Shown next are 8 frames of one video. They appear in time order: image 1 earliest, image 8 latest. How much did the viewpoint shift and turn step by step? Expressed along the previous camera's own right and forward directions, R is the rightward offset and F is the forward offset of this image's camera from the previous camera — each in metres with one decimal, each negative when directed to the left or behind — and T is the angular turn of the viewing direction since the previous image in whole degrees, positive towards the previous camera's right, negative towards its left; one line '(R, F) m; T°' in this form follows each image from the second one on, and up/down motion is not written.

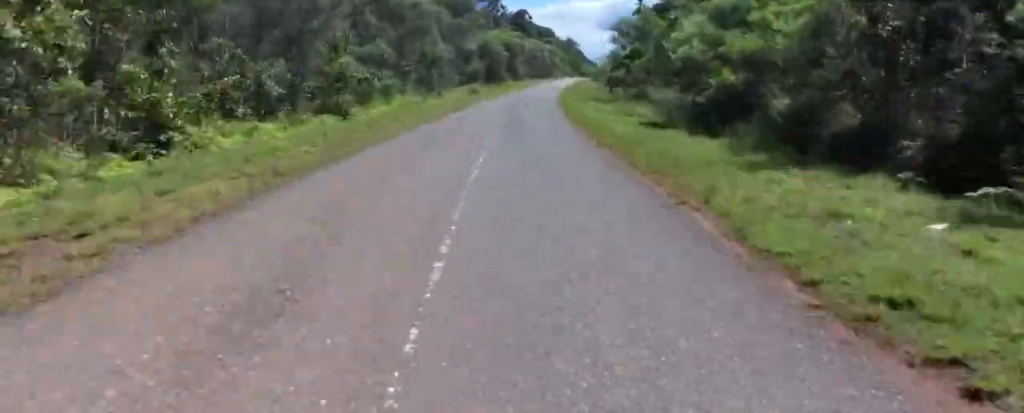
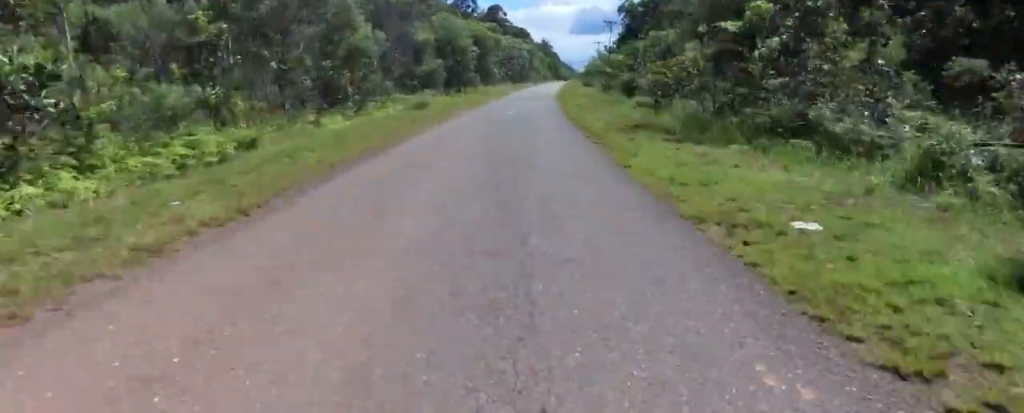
(0.0, +18.3) m; +1°
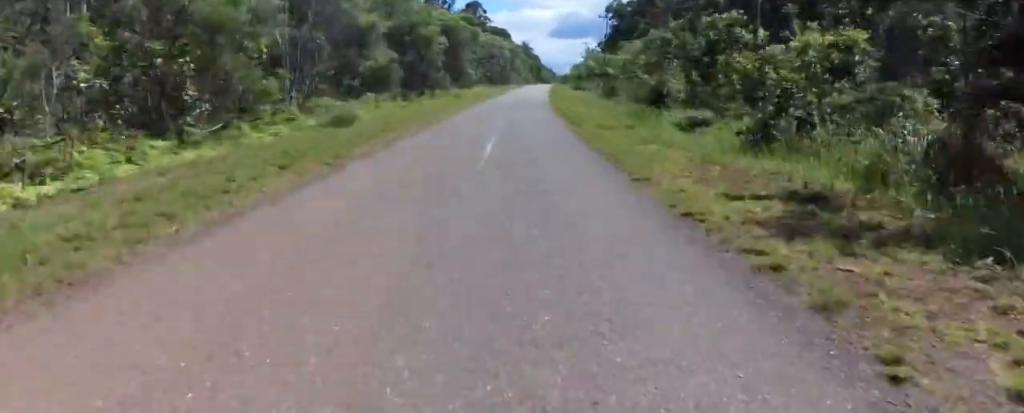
(-0.1, +11.5) m; +2°
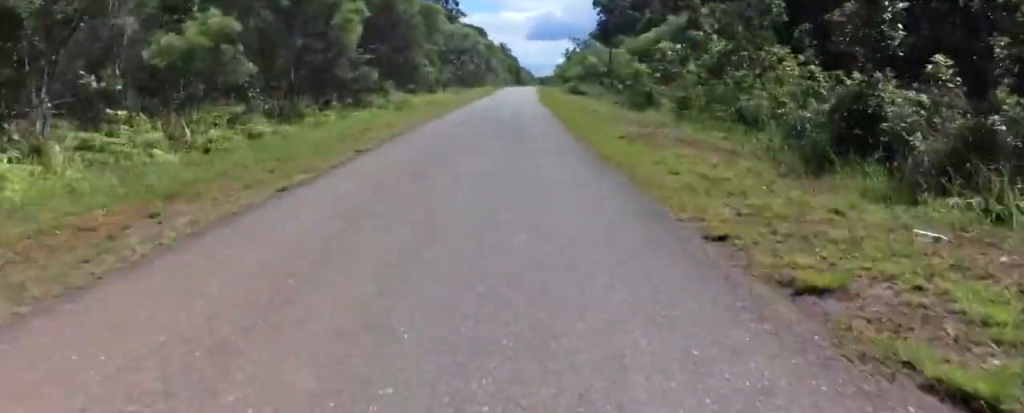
(+0.2, +17.8) m; +2°
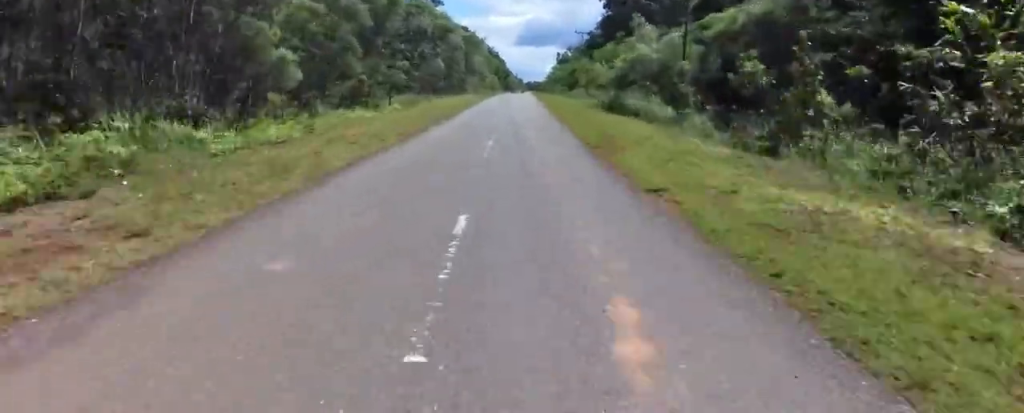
(+1.4, +23.6) m; +1°
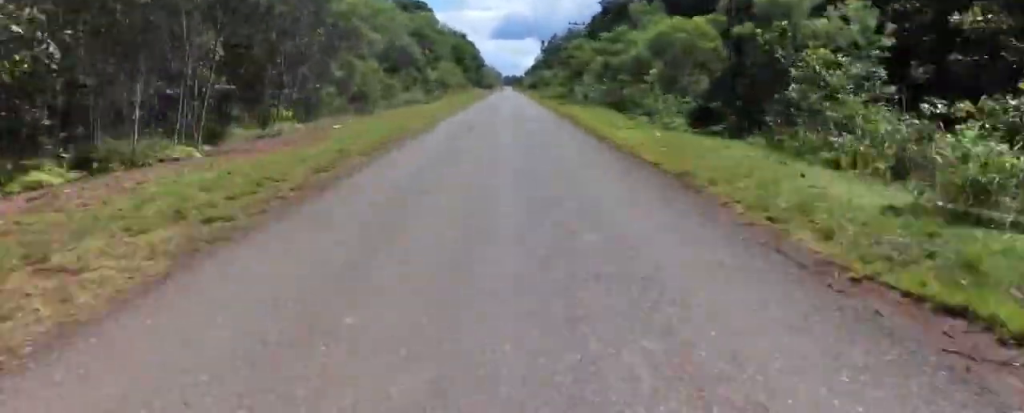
(+1.5, +57.1) m; +3°
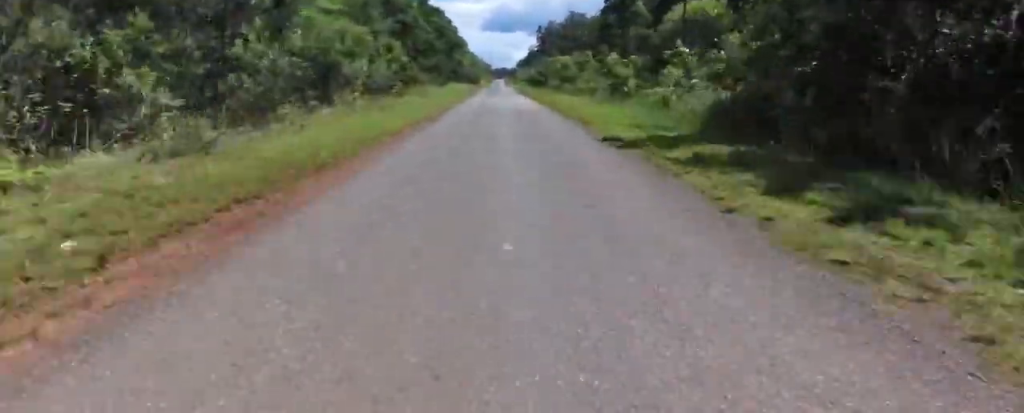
(-0.3, +44.5) m; +1°
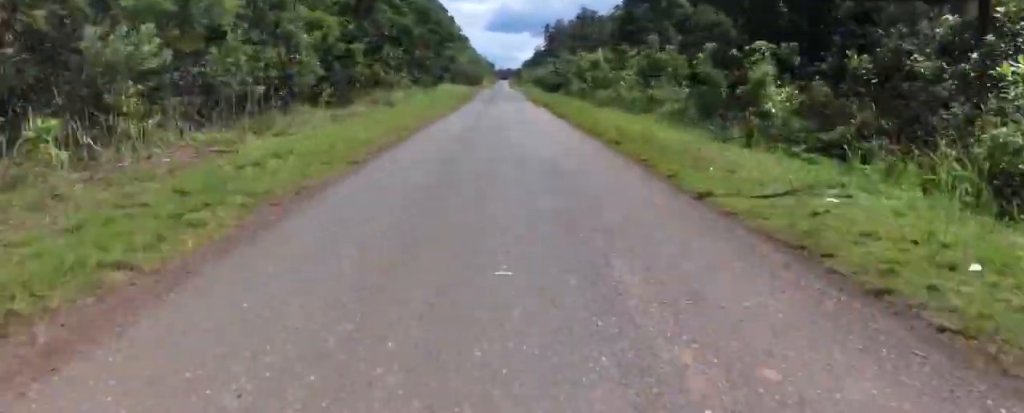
(+0.2, +17.6) m; +1°
